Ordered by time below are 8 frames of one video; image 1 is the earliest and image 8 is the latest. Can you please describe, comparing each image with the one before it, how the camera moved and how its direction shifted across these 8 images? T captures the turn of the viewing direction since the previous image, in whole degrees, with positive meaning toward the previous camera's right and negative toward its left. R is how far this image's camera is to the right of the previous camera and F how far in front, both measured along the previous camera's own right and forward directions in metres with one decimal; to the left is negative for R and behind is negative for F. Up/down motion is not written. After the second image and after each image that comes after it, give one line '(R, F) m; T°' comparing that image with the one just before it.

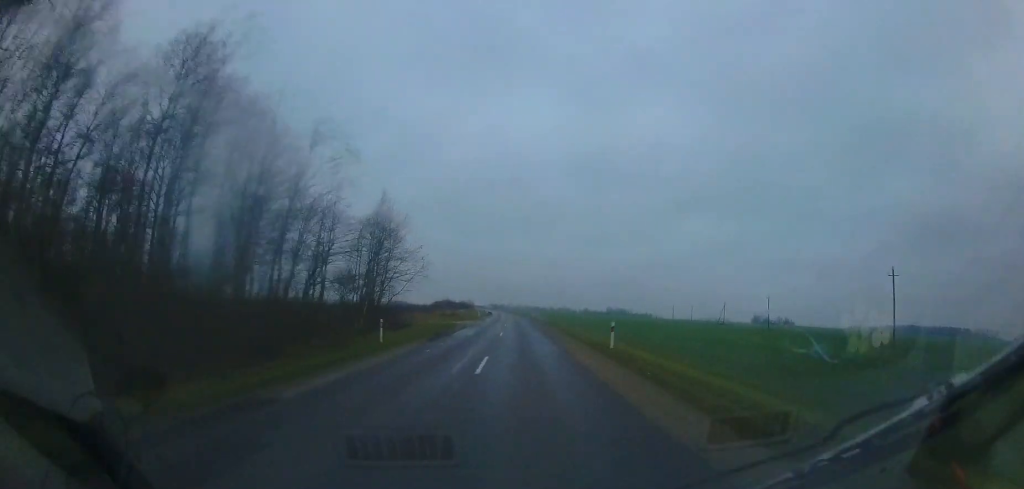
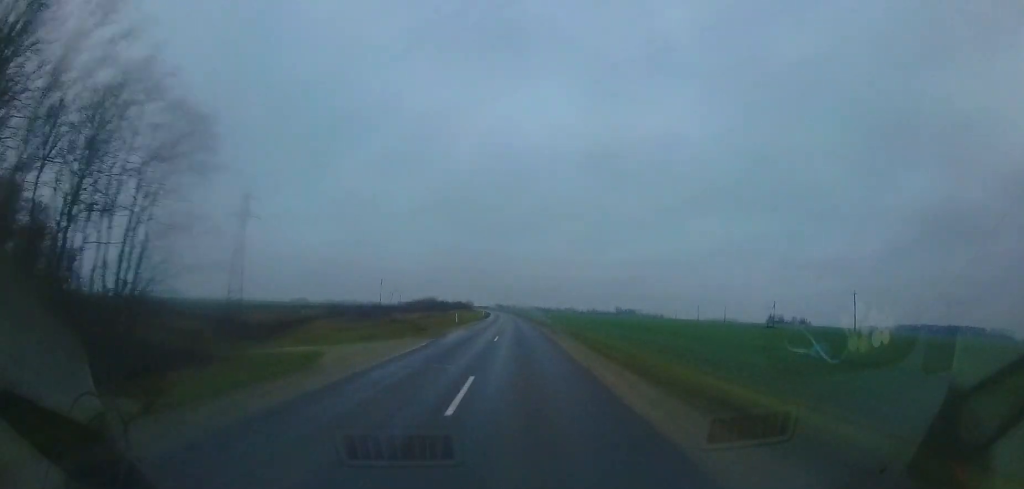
(-0.3, +27.3) m; 0°
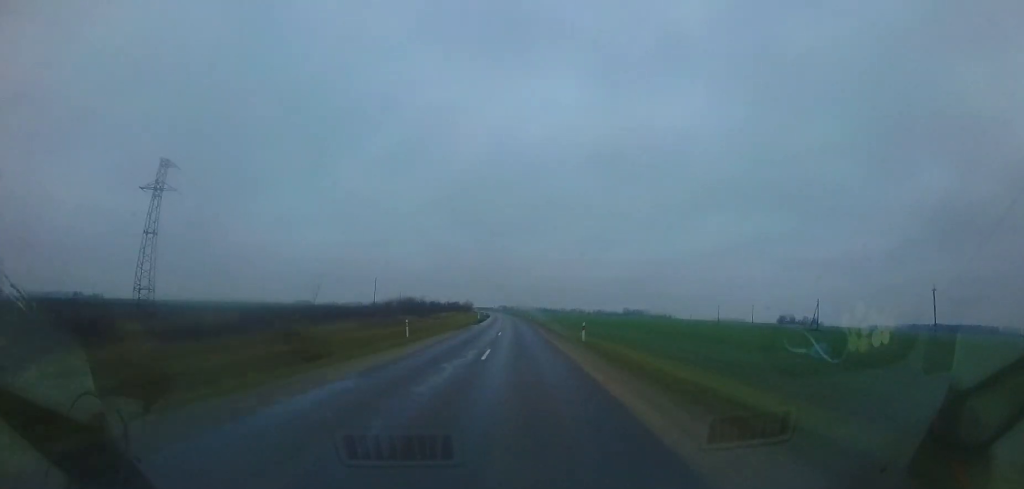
(+0.4, +17.8) m; 0°
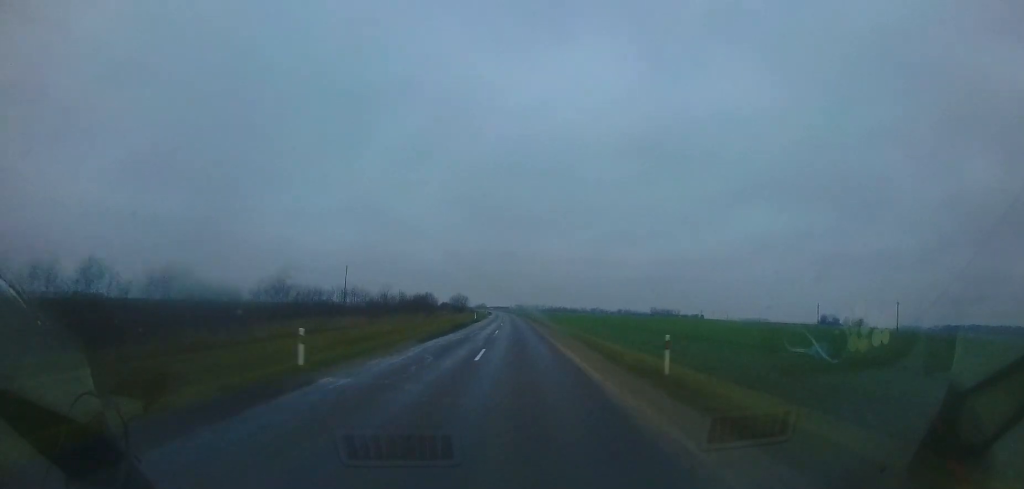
(-3.1, +60.3) m; -5°
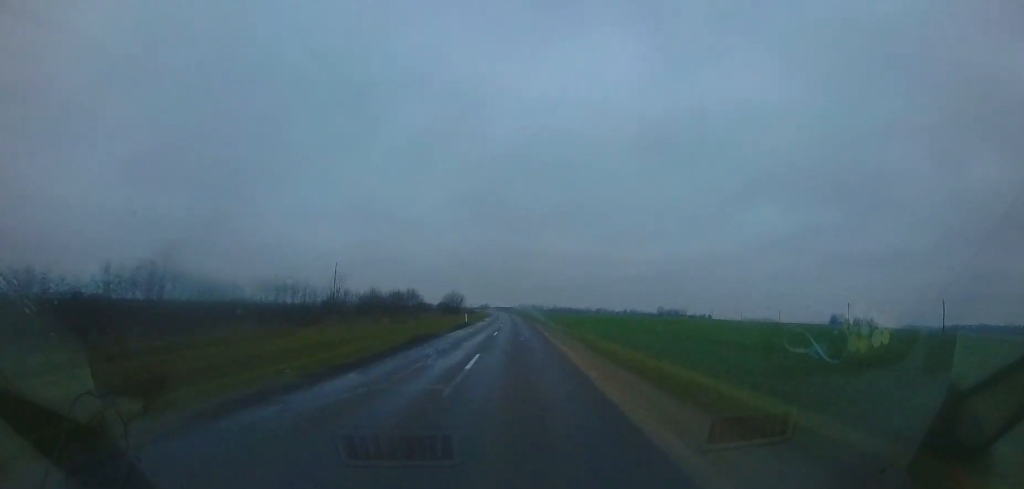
(-0.1, +13.5) m; -1°
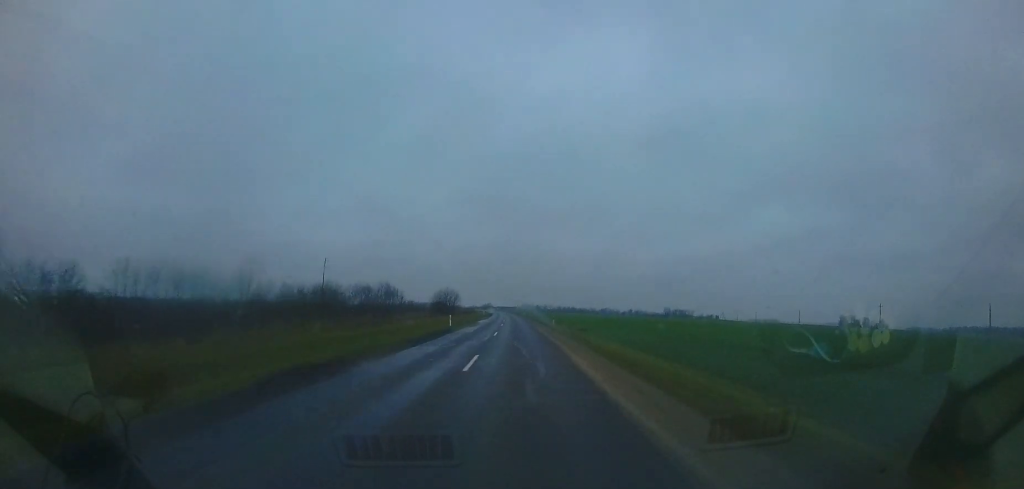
(+0.1, +12.5) m; -1°
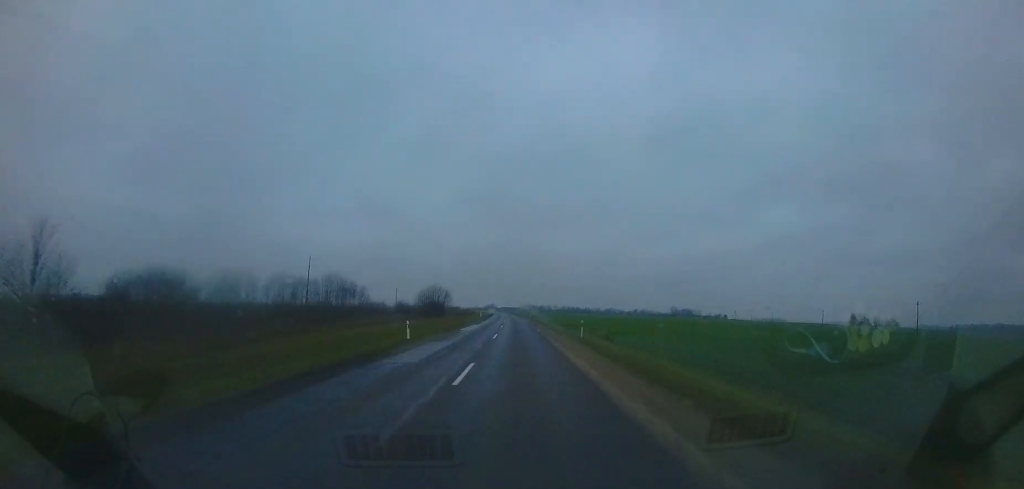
(+0.1, +13.5) m; -1°
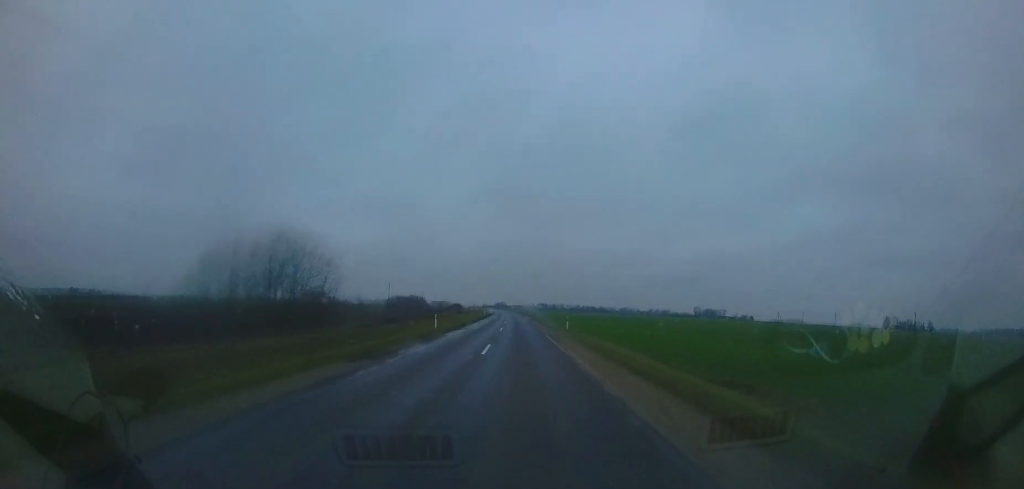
(-0.6, +43.7) m; 0°
